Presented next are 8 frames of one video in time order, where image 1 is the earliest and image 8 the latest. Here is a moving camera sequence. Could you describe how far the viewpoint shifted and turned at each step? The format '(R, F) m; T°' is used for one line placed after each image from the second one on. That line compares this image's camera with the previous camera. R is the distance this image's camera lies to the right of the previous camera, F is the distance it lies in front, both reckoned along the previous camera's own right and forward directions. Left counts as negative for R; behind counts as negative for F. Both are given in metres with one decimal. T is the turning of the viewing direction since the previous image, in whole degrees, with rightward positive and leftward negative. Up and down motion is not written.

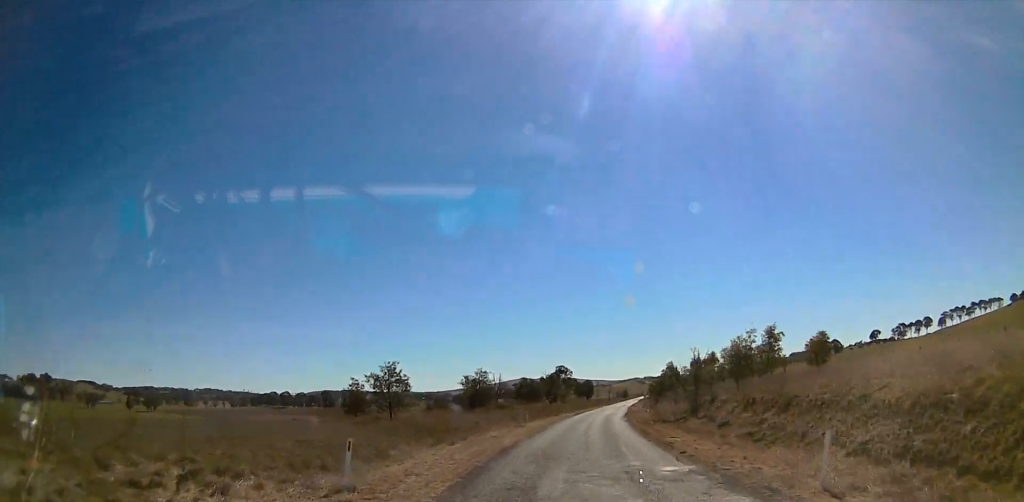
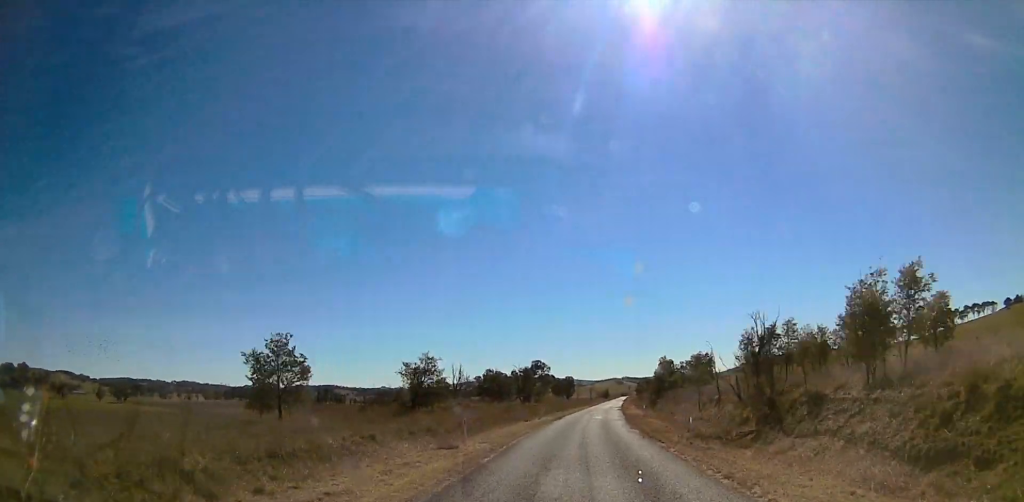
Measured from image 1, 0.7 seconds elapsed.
(+0.2, +23.3) m; +2°
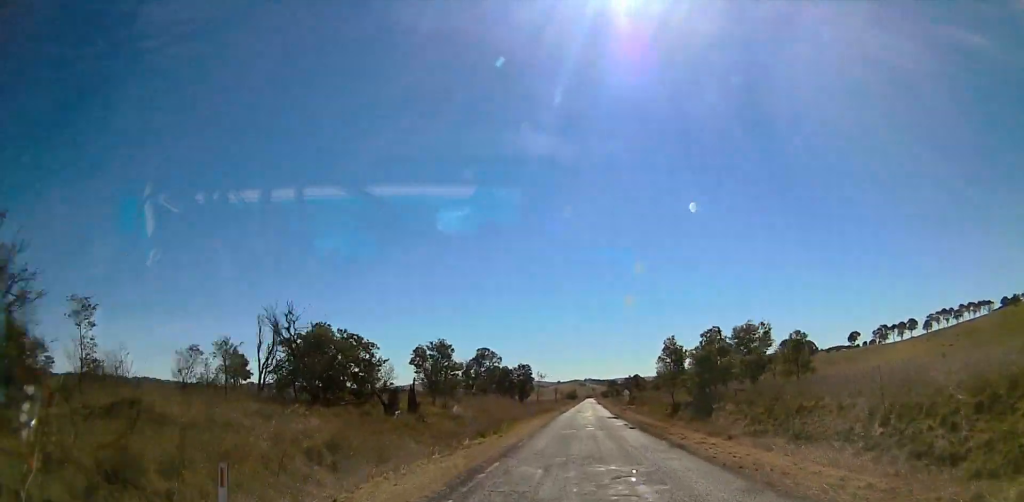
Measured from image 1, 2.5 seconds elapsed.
(+1.4, +48.0) m; +3°
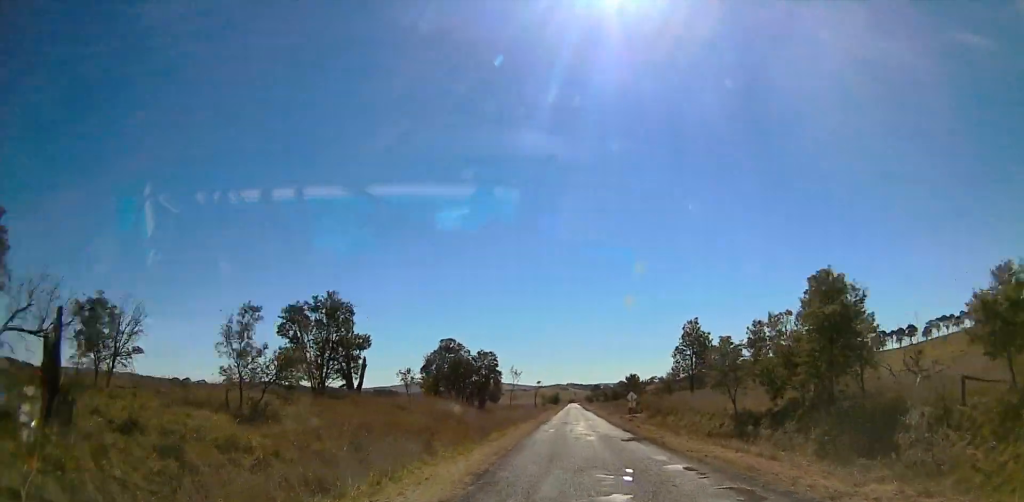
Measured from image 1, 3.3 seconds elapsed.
(+0.3, +21.8) m; +1°
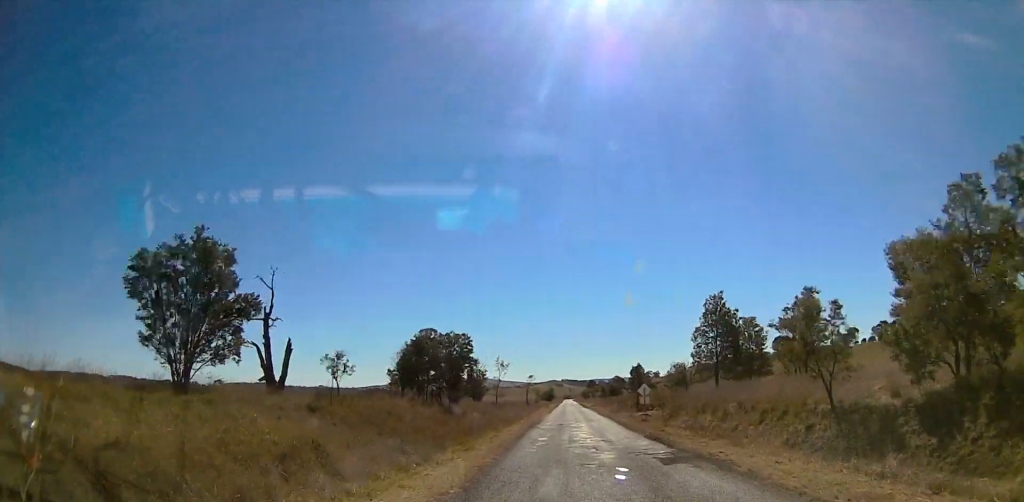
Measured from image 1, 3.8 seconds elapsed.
(+0.1, +10.9) m; +1°
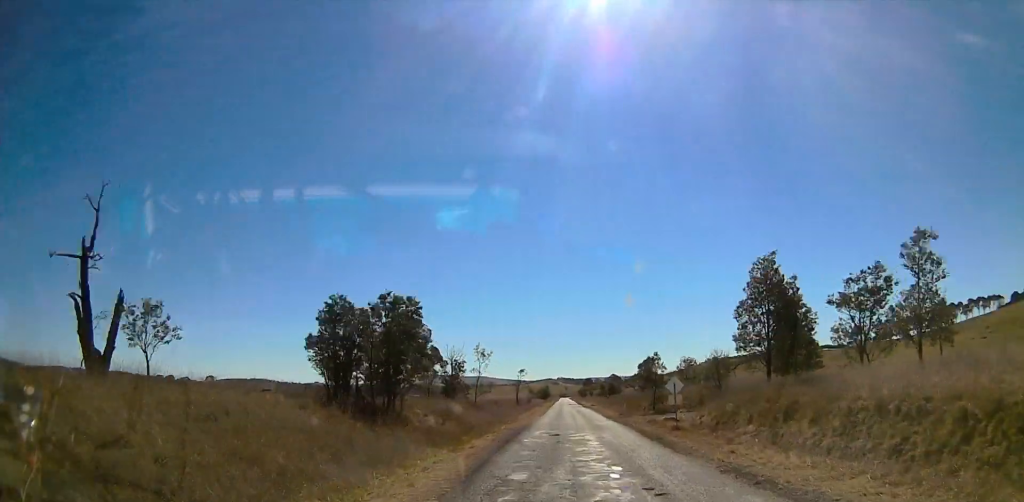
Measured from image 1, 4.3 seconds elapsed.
(+0.1, +13.4) m; 0°
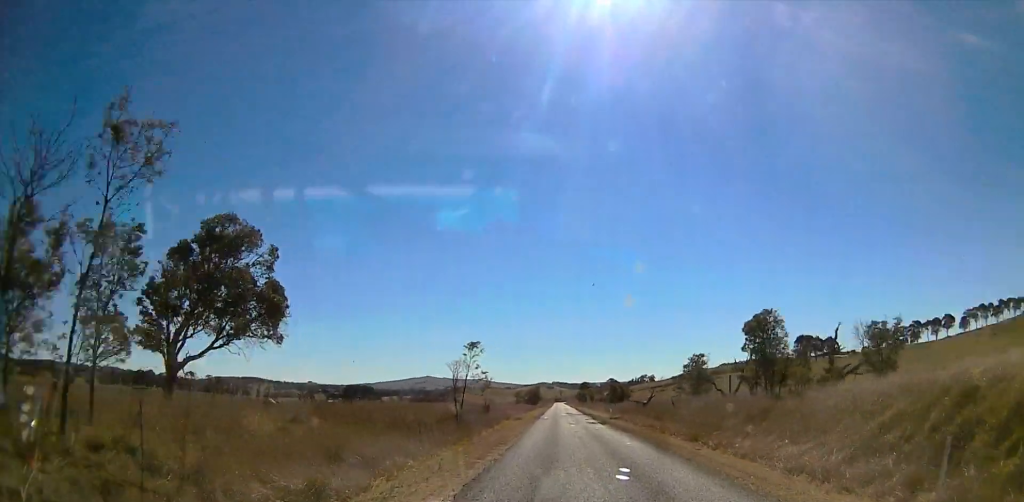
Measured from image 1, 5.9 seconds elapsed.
(+0.1, +51.9) m; 0°
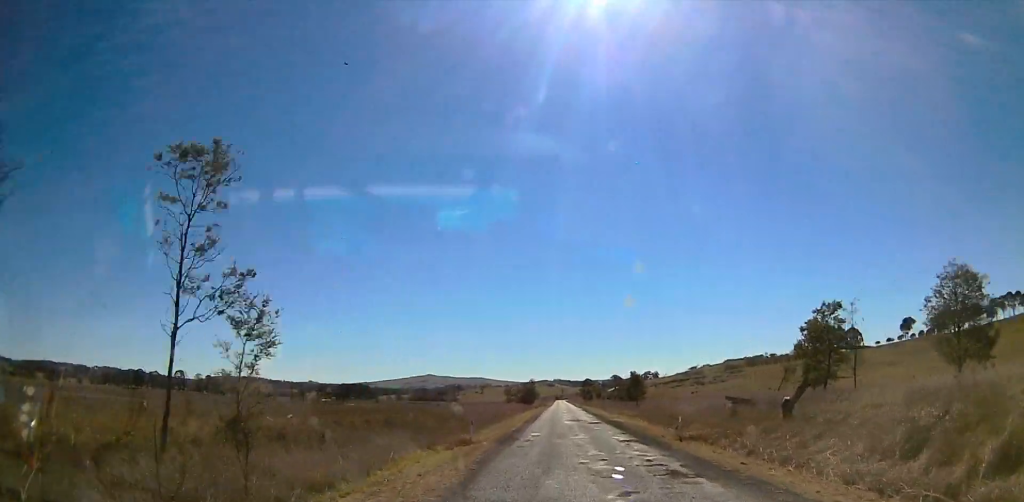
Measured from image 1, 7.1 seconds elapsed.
(0.0, +37.5) m; 0°
